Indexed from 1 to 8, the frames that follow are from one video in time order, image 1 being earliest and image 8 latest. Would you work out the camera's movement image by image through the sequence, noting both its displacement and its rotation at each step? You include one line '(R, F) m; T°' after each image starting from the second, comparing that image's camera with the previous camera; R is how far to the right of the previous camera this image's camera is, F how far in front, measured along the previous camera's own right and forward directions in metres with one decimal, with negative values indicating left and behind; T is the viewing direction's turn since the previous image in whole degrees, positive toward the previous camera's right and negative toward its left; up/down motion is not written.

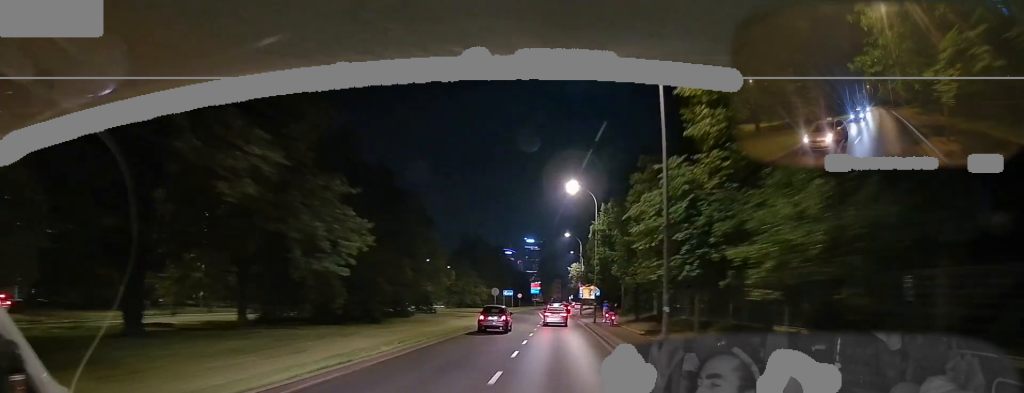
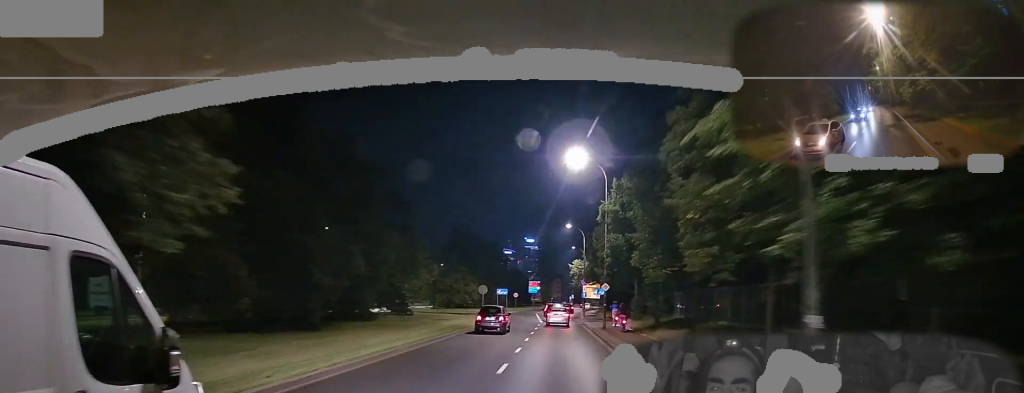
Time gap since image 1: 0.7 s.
(0.0, +10.2) m; -1°
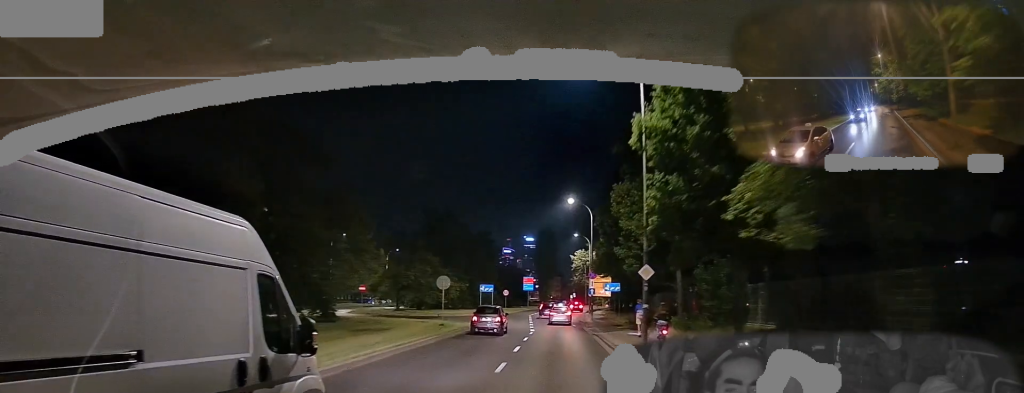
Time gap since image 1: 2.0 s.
(-0.2, +18.3) m; -1°
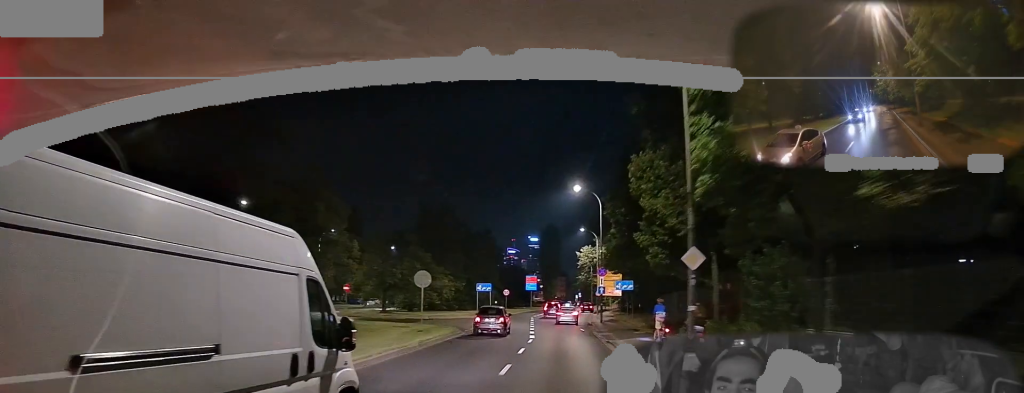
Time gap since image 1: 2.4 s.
(0.0, +6.7) m; 0°
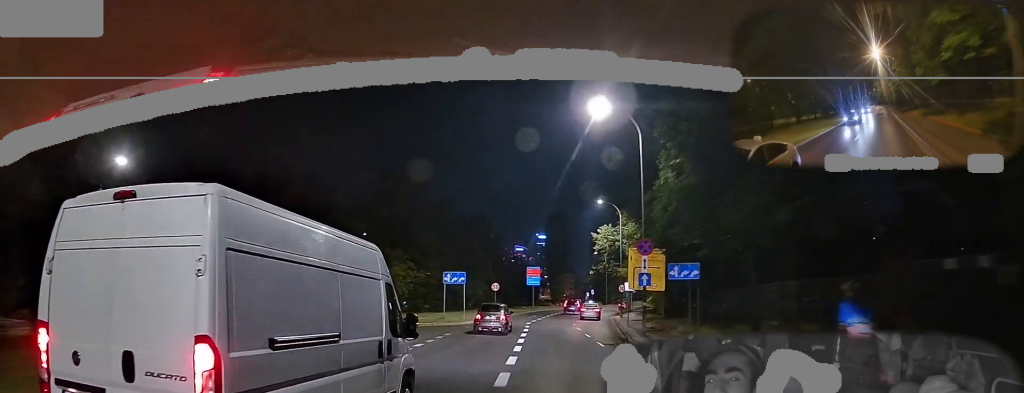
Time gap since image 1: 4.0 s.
(-0.1, +21.3) m; 0°
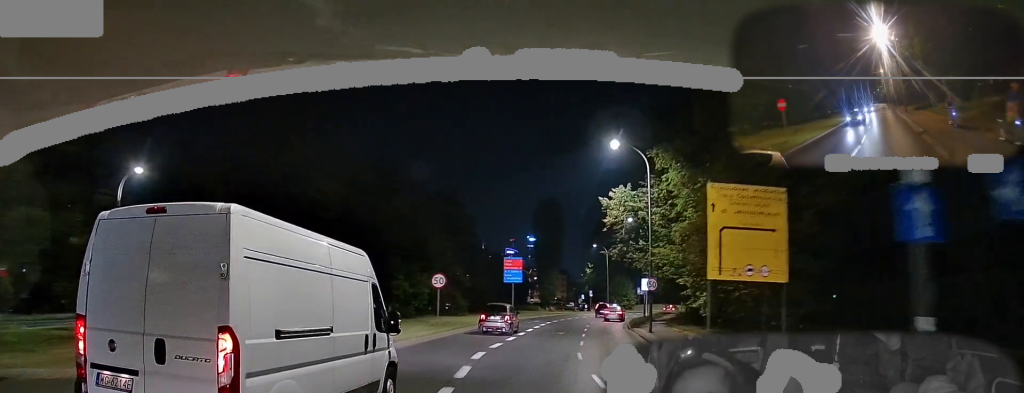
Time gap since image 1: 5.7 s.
(+0.1, +22.8) m; +1°
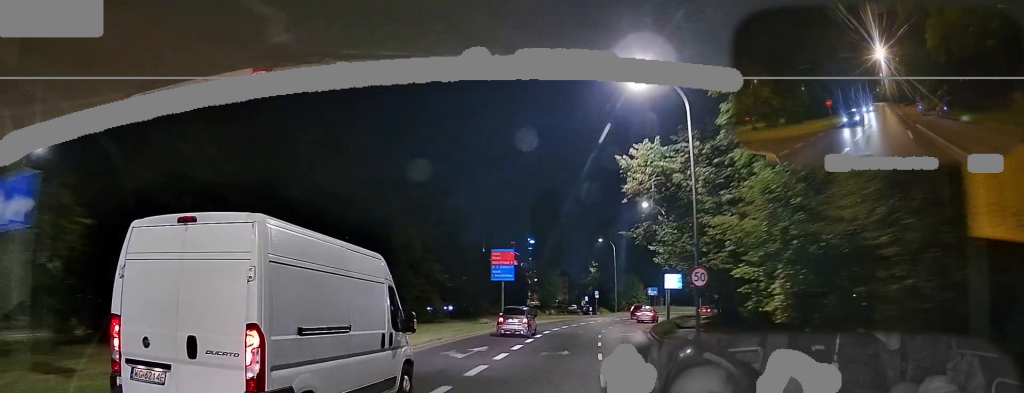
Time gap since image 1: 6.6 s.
(0.0, +11.6) m; +1°
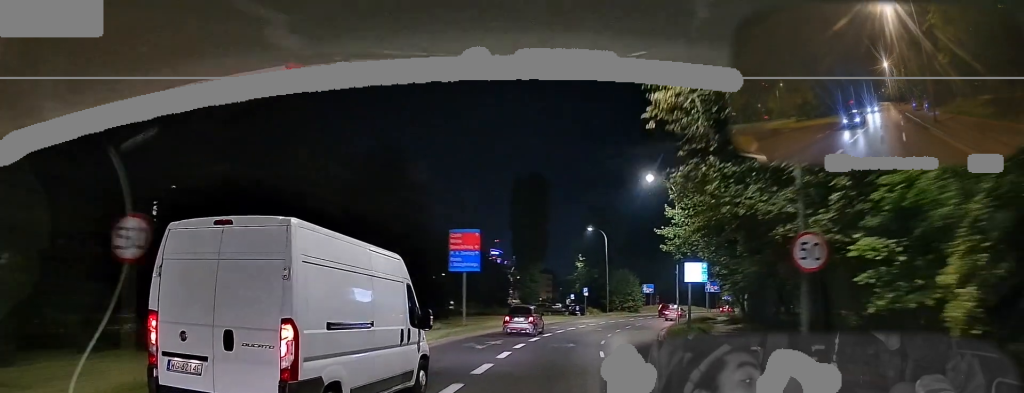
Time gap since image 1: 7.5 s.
(+0.2, +11.5) m; +3°
